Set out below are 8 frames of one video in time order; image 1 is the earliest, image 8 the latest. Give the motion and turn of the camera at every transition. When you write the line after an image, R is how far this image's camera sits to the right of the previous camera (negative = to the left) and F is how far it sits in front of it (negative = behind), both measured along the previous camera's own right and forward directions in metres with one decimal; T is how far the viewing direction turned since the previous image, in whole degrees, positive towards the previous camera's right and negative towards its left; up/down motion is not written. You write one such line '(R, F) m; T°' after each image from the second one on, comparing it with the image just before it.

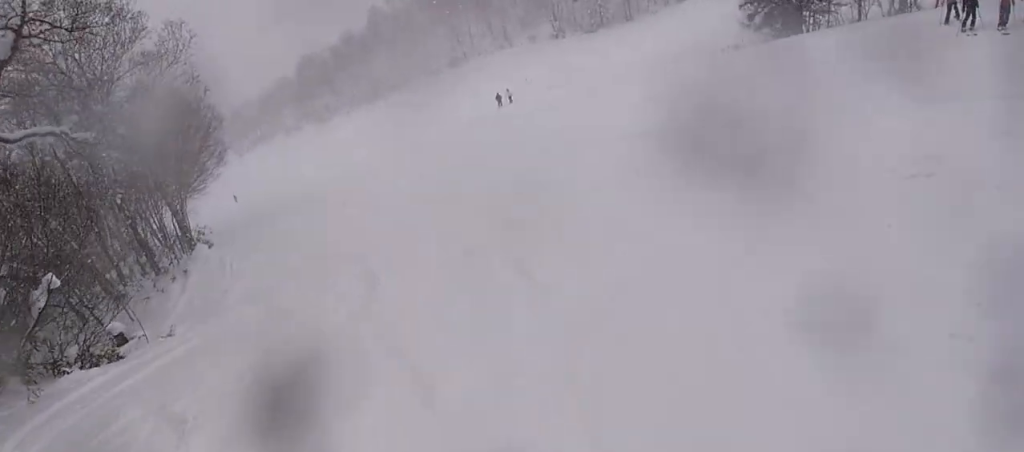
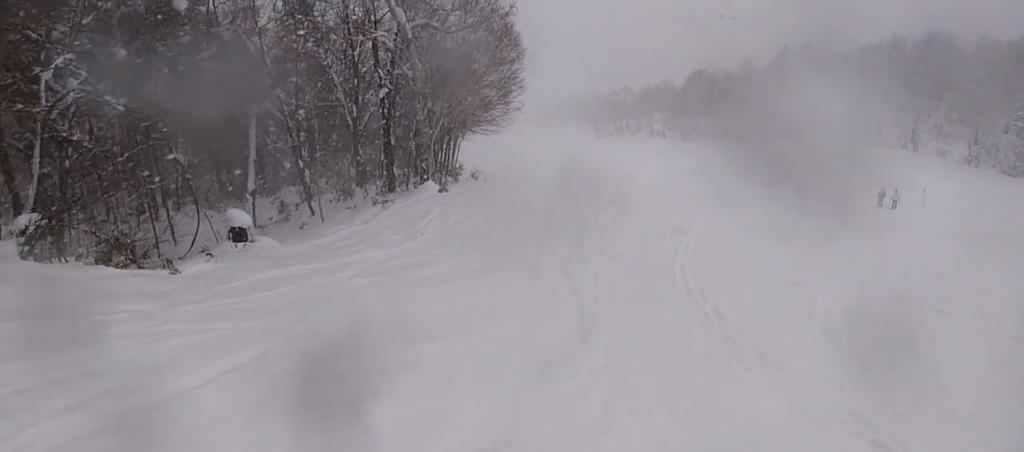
(-2.1, +11.6) m; -17°
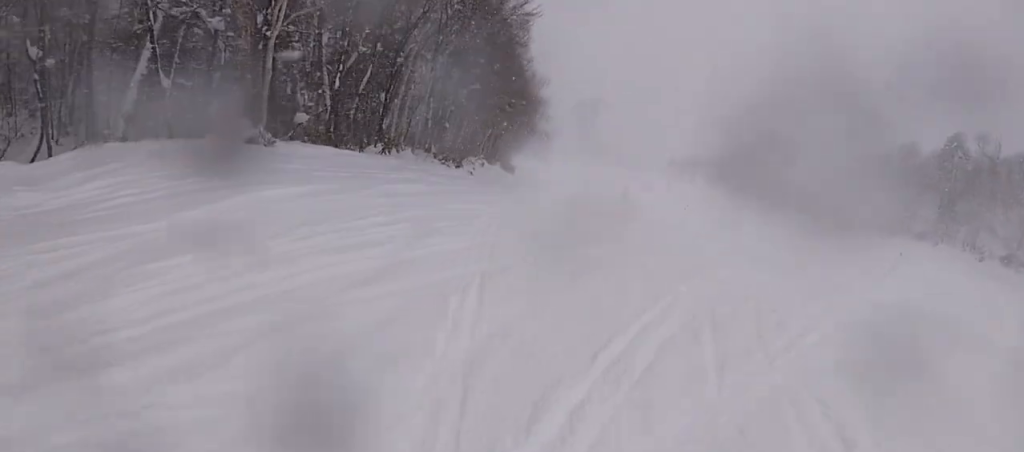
(-1.3, +16.3) m; -13°
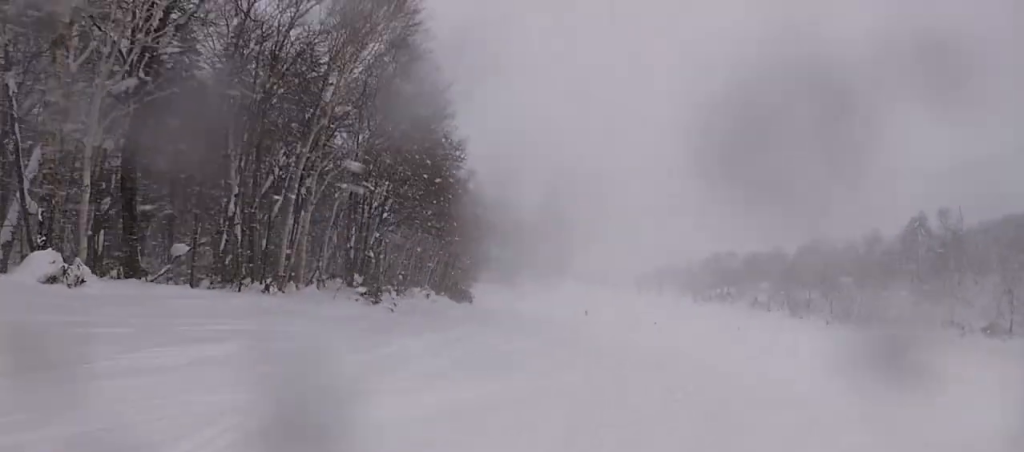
(-0.1, +4.8) m; -6°
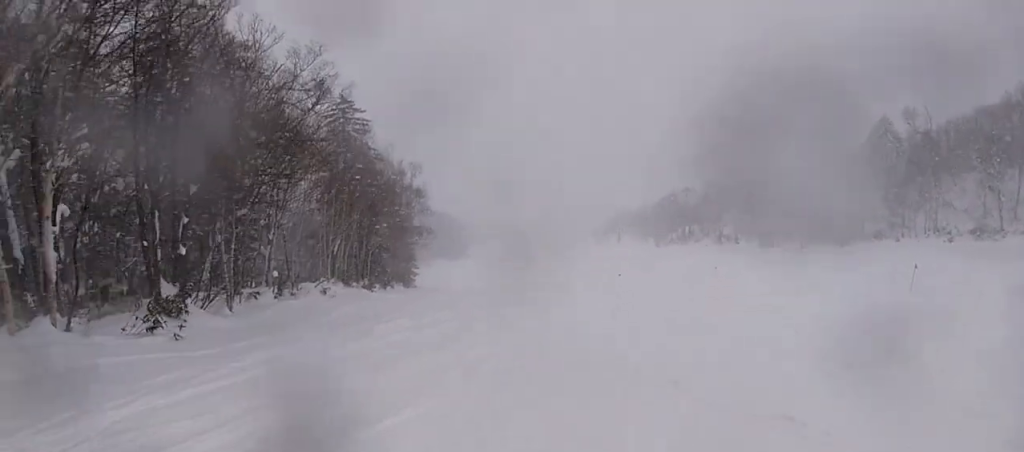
(-1.0, +9.4) m; -2°
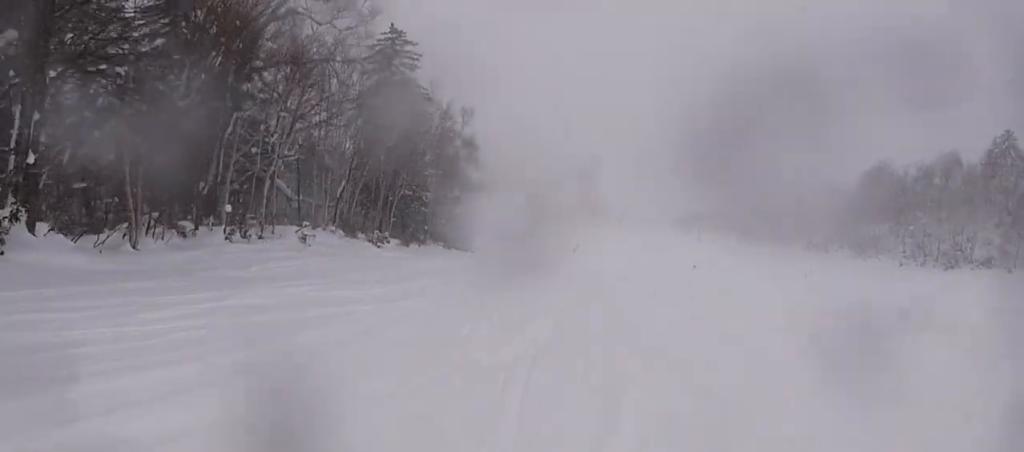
(+0.6, +7.7) m; -4°
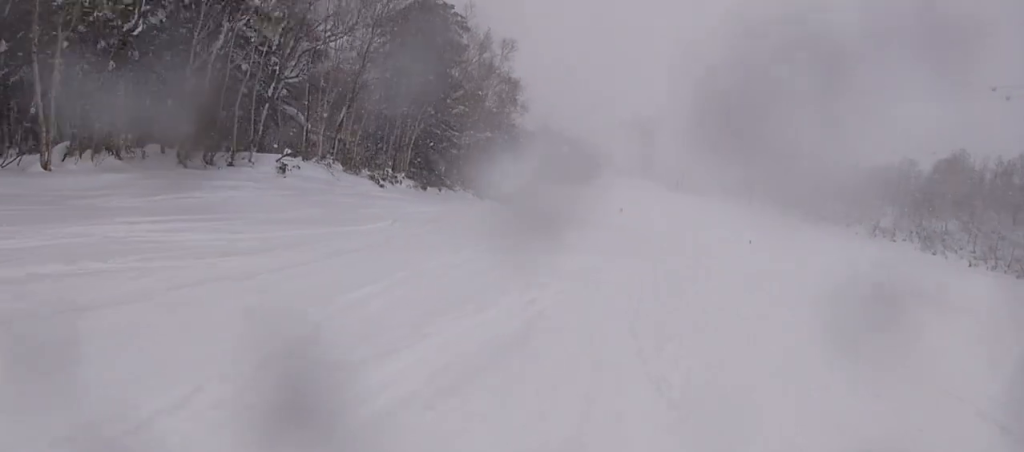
(-0.4, +4.7) m; -5°
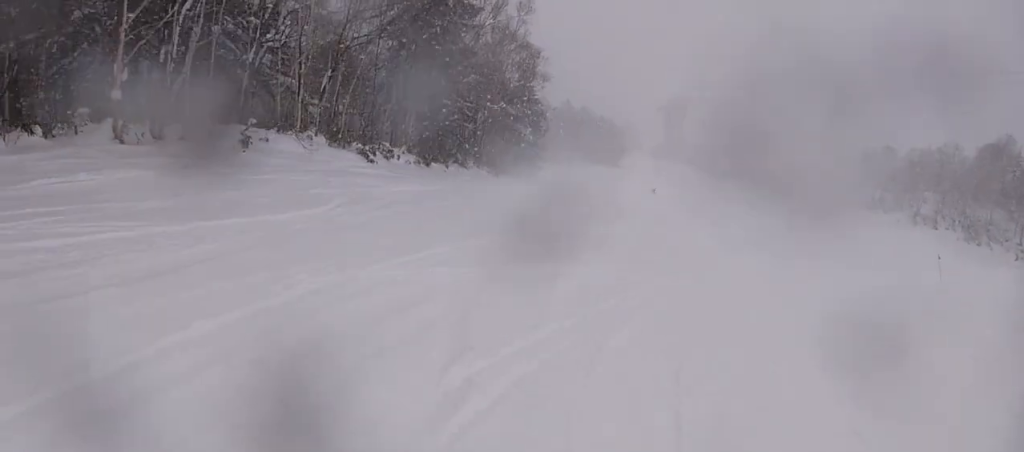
(-0.2, +3.9) m; -5°
